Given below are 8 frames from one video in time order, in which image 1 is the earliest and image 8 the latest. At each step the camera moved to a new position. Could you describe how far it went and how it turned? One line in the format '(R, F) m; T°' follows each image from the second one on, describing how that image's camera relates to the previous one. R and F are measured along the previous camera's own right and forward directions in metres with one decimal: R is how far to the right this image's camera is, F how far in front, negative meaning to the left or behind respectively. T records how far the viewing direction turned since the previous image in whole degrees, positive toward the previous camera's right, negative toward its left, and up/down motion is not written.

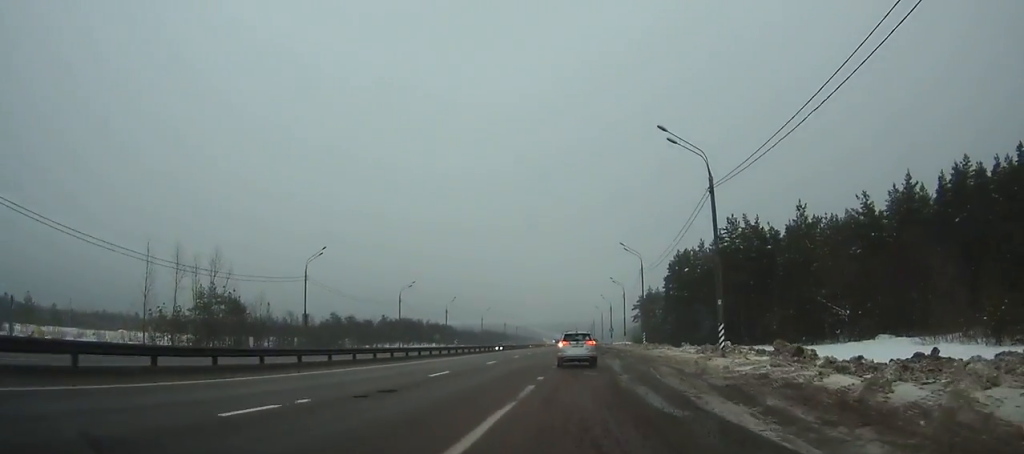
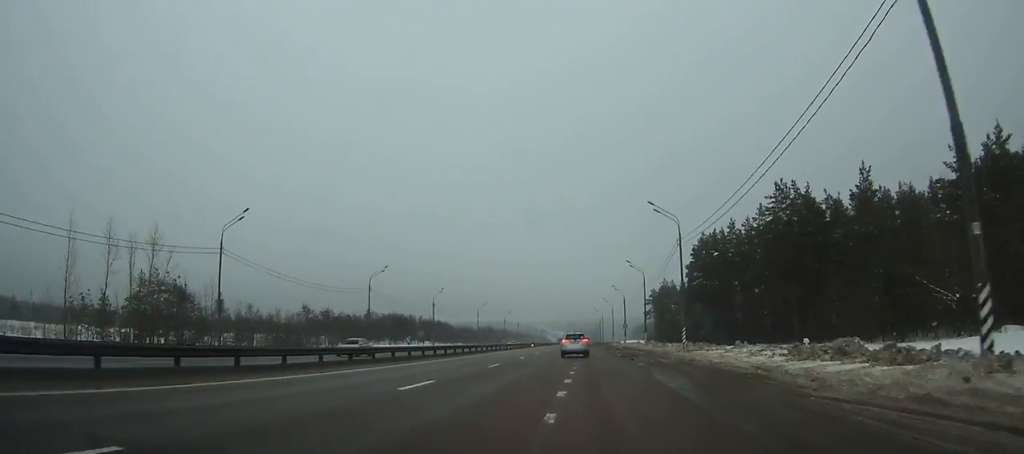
(+0.8, +20.4) m; +3°
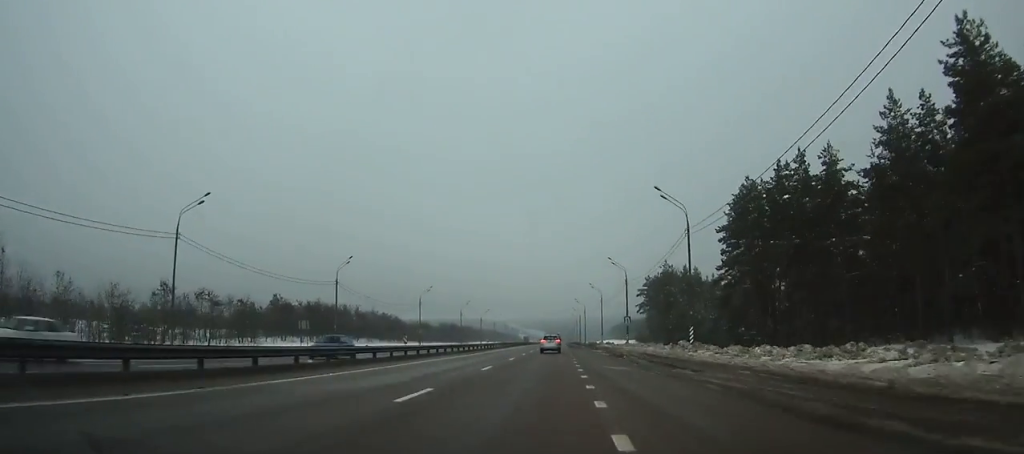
(+0.3, +40.1) m; +1°
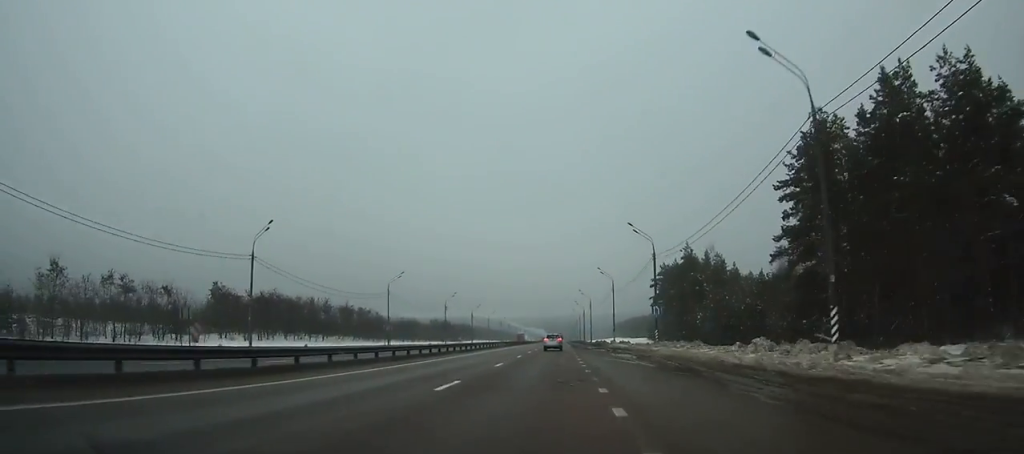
(0.0, +21.1) m; 0°
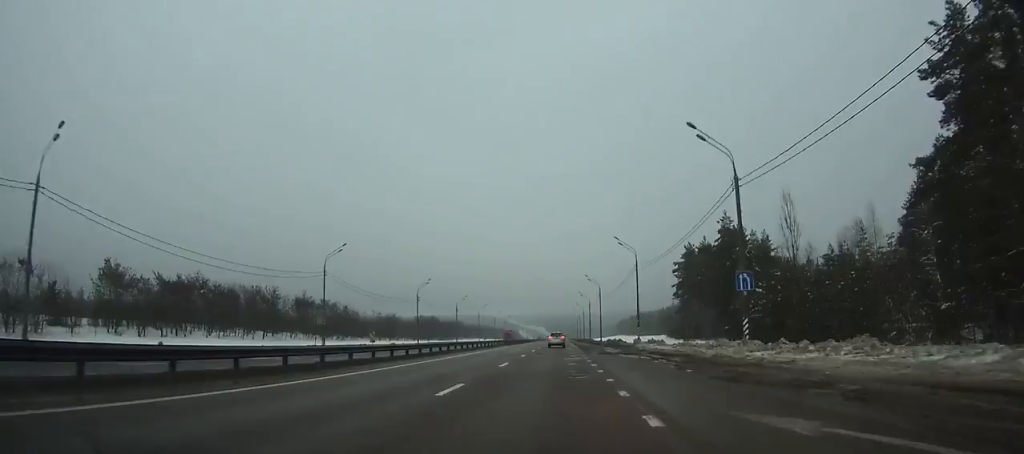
(0.0, +26.3) m; 0°
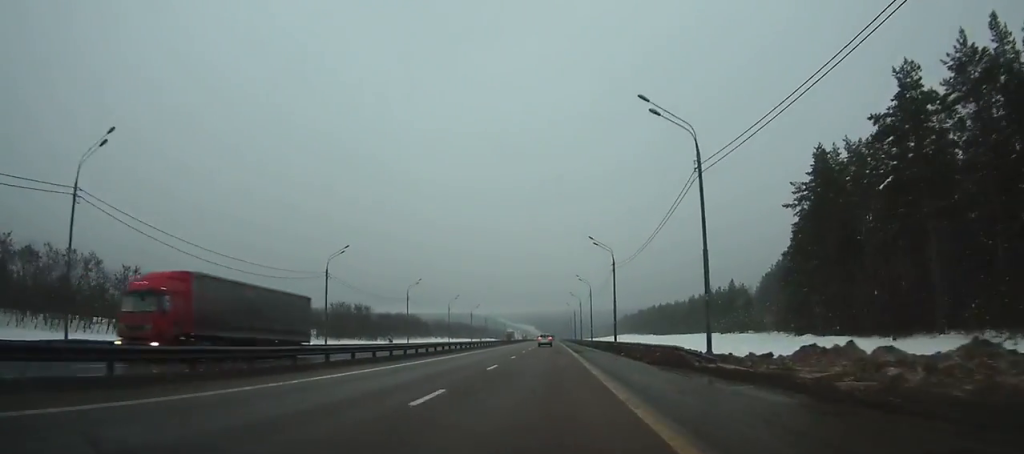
(+0.2, +74.8) m; 0°
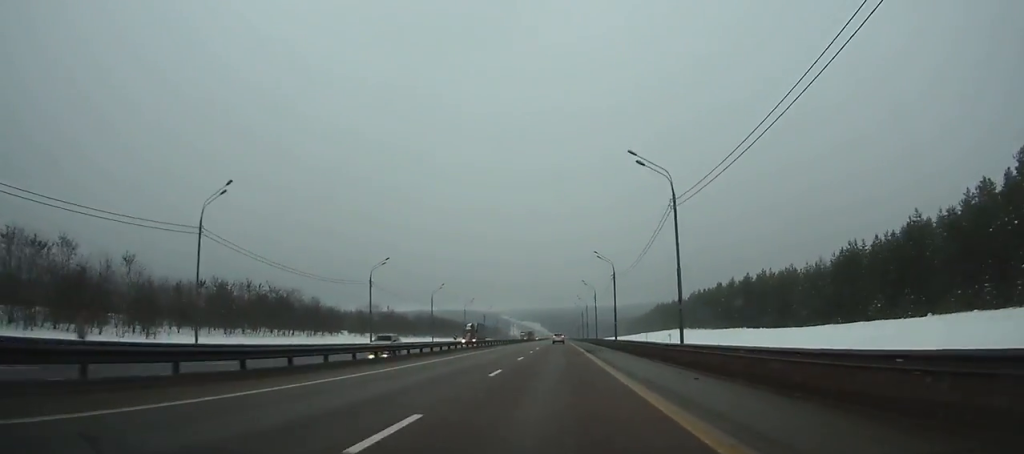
(-0.9, +99.8) m; -1°
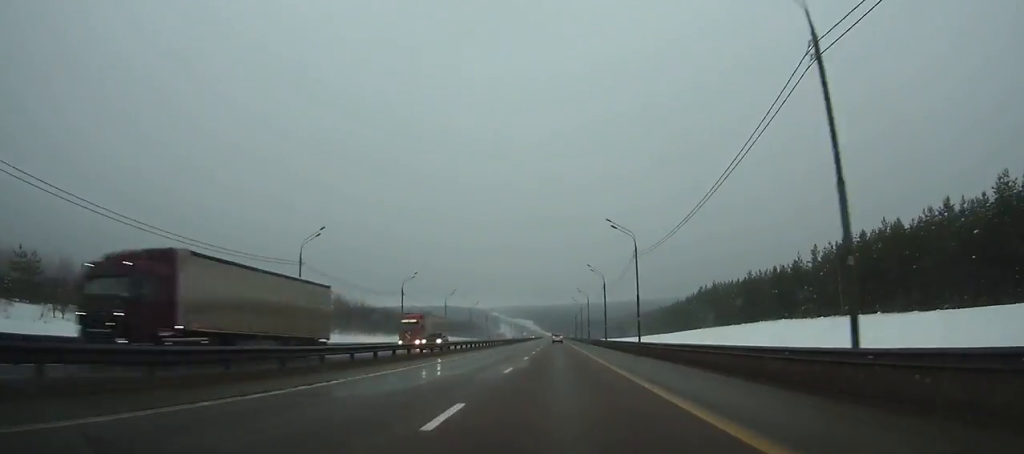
(+0.3, +93.3) m; 0°
